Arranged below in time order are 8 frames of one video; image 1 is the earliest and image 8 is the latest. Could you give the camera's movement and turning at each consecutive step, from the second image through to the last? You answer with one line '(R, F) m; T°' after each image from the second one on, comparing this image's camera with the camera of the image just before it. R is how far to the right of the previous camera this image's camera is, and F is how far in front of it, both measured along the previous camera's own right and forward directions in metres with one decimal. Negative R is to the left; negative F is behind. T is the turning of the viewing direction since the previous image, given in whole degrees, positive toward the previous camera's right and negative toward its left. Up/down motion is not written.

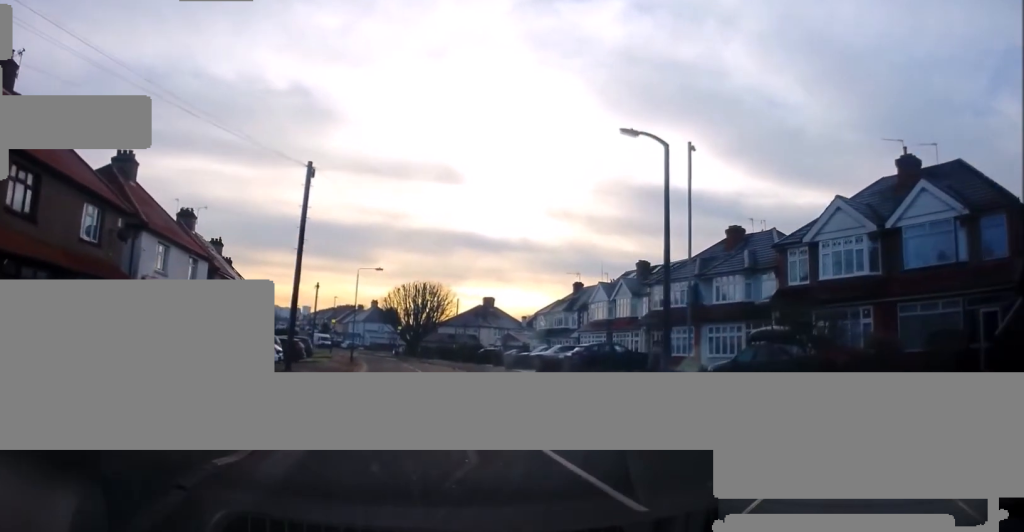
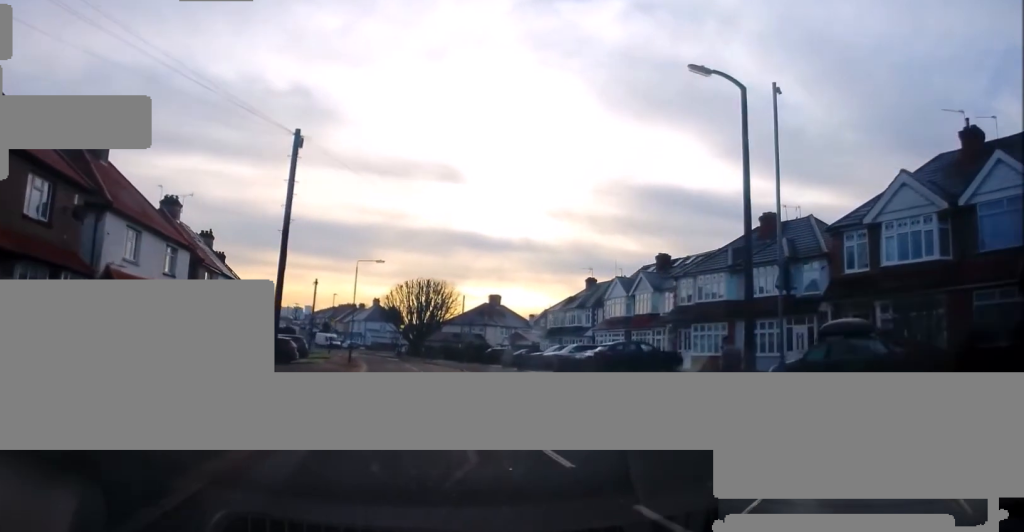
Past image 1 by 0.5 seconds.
(-0.1, +3.8) m; 0°
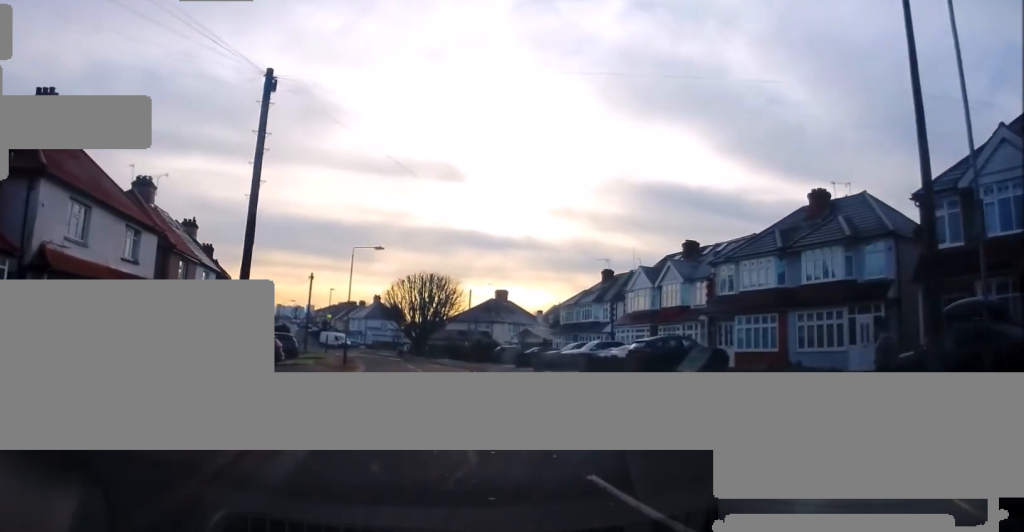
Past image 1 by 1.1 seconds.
(-0.3, +4.7) m; +1°
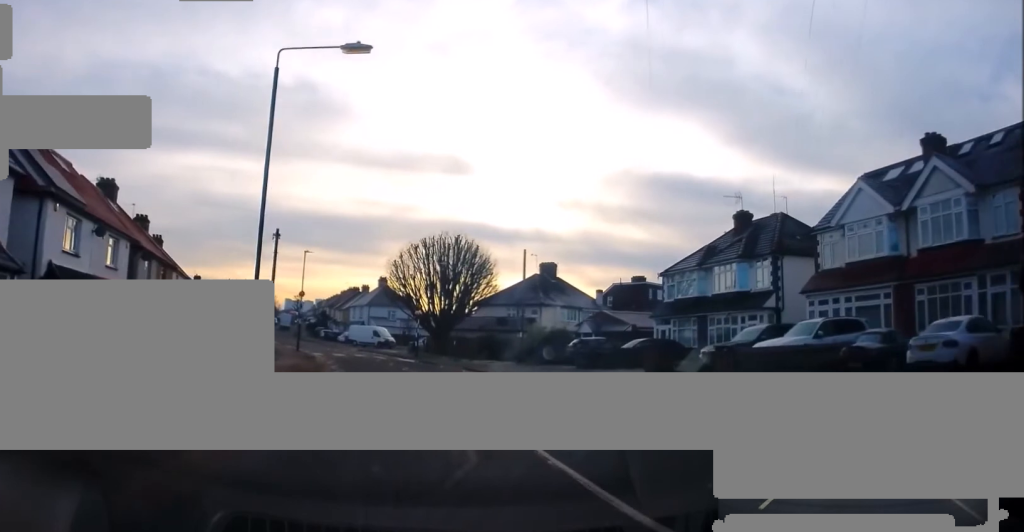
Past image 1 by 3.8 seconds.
(+1.0, +22.9) m; +1°
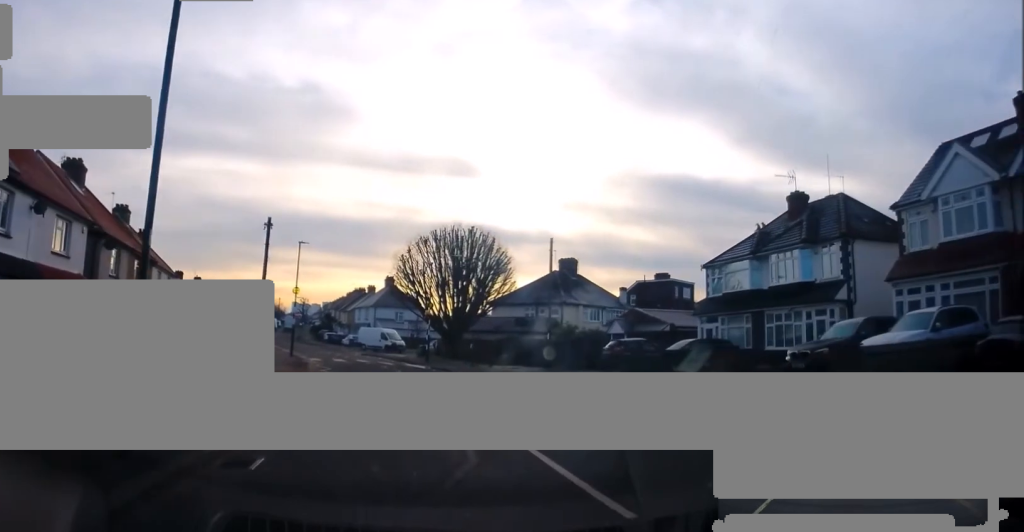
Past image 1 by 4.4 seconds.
(+0.1, +5.4) m; -1°
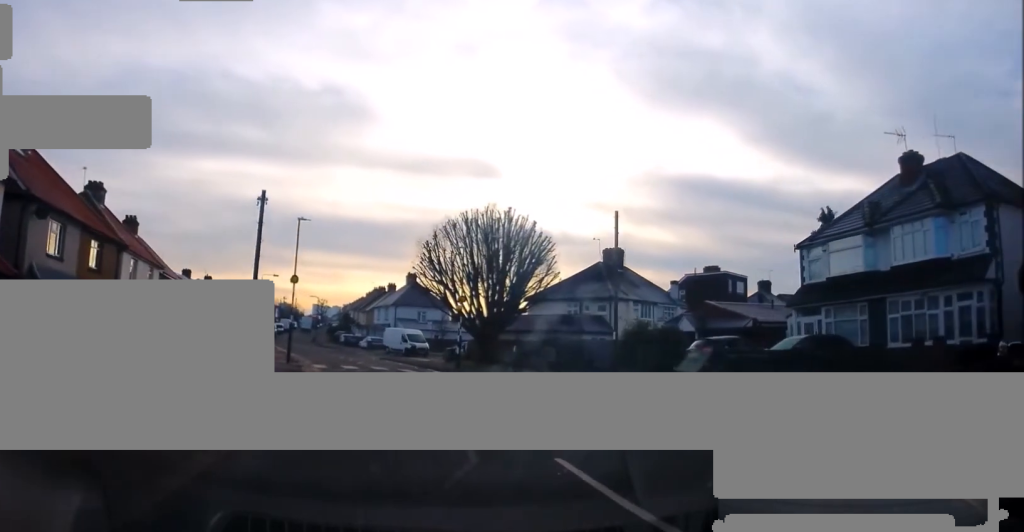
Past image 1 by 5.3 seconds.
(-0.5, +8.0) m; 0°
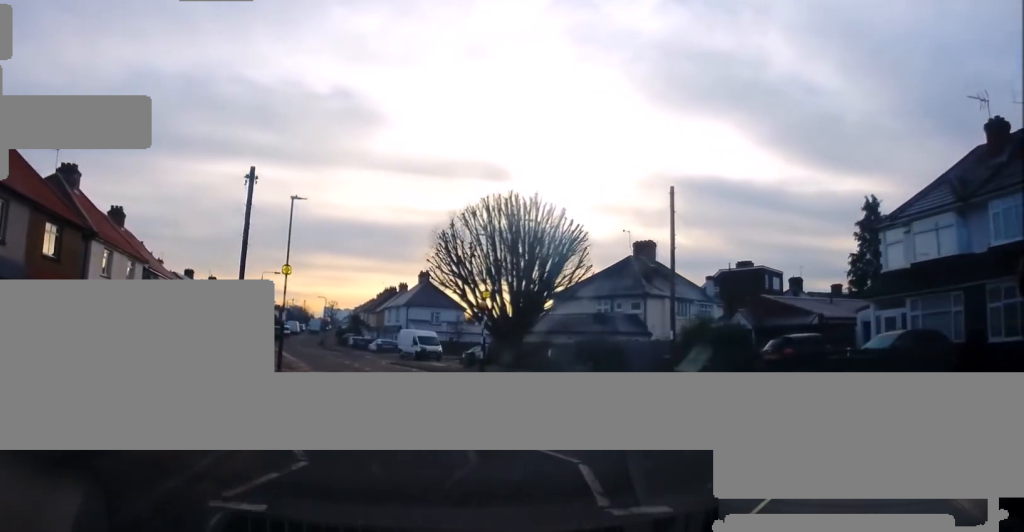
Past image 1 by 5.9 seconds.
(+0.3, +4.8) m; 0°
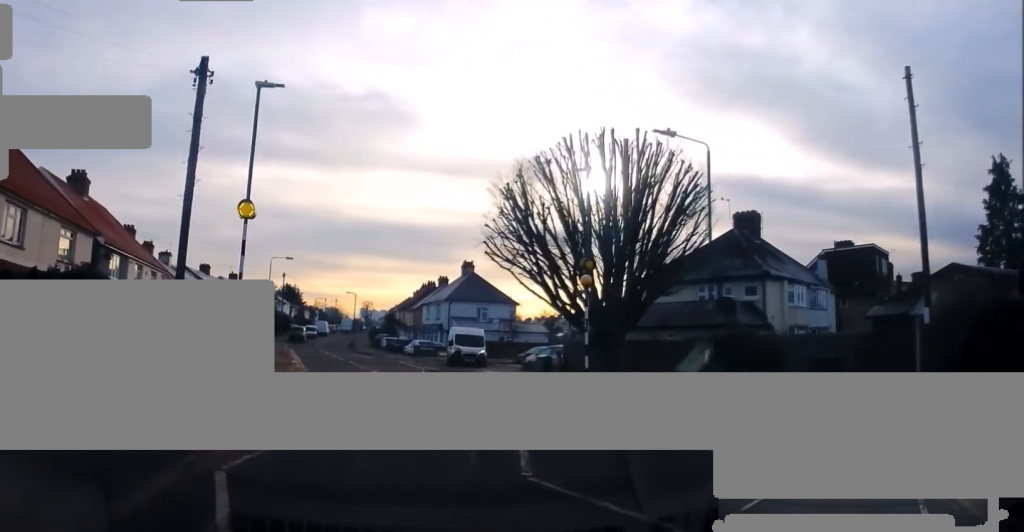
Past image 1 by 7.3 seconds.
(-0.5, +11.0) m; -6°
